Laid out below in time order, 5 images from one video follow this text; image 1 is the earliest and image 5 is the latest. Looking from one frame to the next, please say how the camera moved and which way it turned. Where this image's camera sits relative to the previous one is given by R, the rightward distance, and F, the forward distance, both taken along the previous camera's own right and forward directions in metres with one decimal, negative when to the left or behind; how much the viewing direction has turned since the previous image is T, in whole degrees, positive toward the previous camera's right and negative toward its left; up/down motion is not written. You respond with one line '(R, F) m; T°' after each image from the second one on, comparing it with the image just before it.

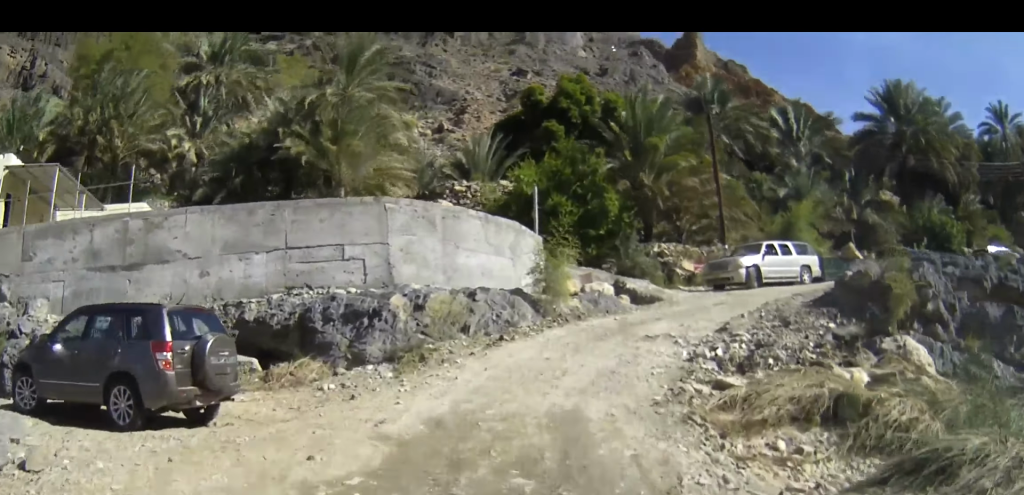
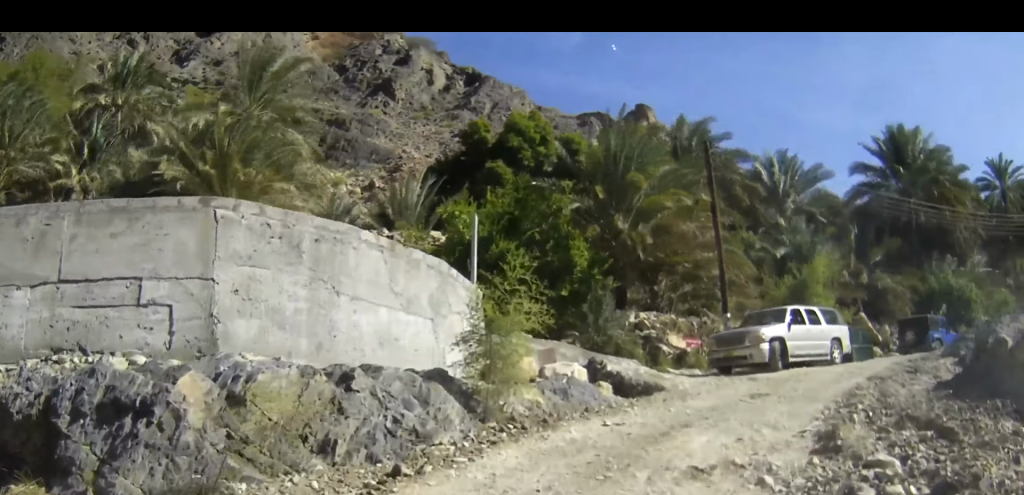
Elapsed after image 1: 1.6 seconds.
(-0.1, +7.0) m; +4°
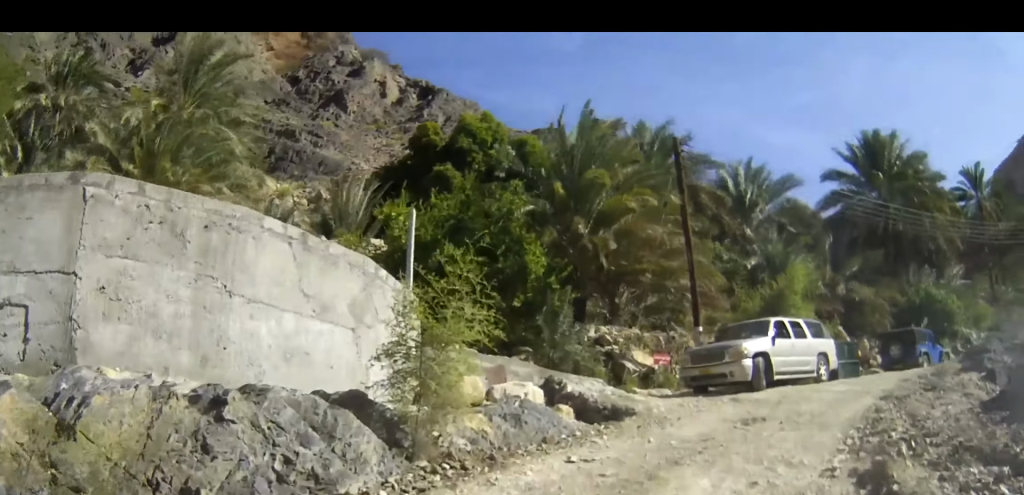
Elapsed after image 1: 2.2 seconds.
(+0.1, +2.4) m; +4°
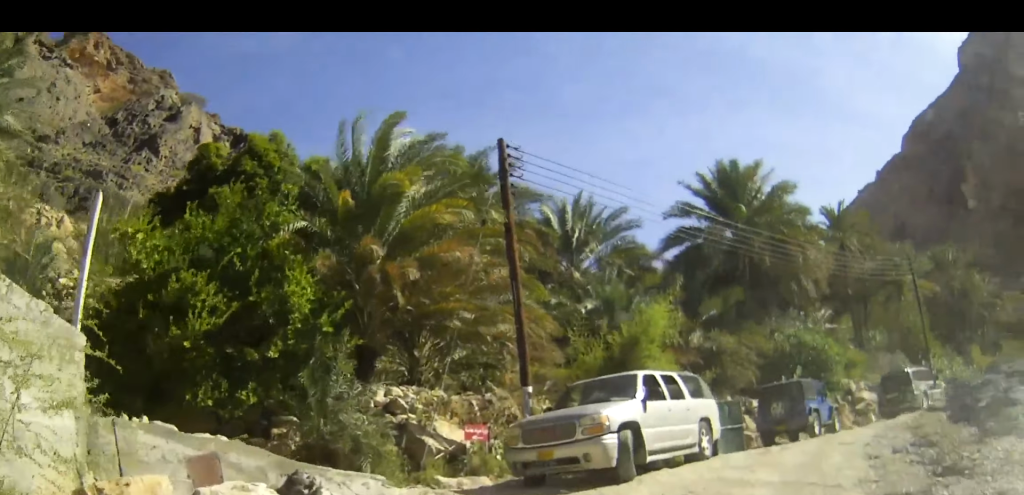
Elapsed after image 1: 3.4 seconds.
(+0.4, +5.4) m; +14°
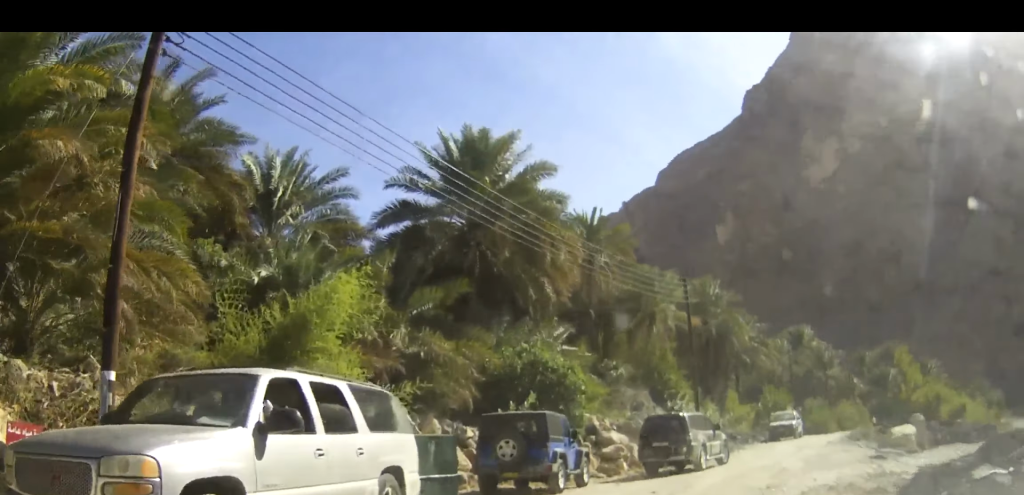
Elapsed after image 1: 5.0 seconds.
(+1.4, +6.4) m; +26°
